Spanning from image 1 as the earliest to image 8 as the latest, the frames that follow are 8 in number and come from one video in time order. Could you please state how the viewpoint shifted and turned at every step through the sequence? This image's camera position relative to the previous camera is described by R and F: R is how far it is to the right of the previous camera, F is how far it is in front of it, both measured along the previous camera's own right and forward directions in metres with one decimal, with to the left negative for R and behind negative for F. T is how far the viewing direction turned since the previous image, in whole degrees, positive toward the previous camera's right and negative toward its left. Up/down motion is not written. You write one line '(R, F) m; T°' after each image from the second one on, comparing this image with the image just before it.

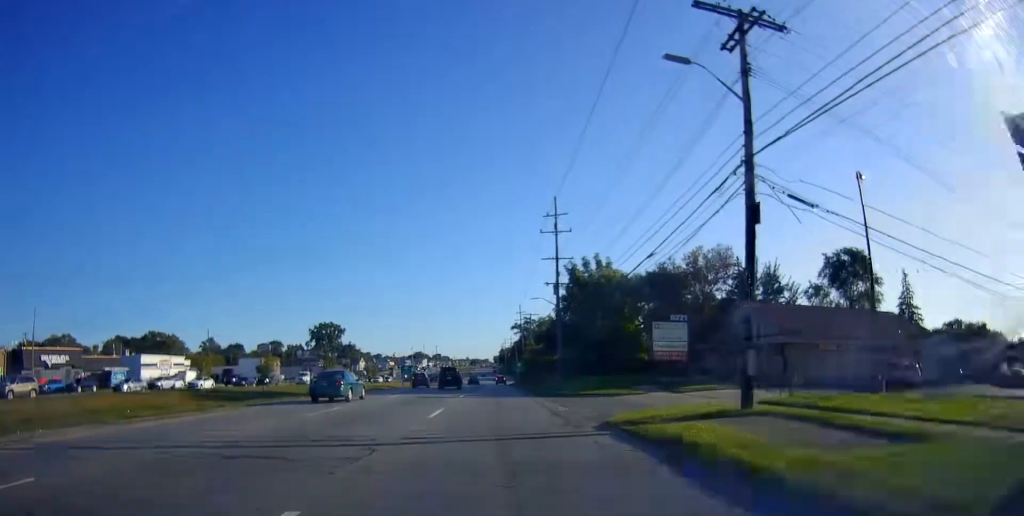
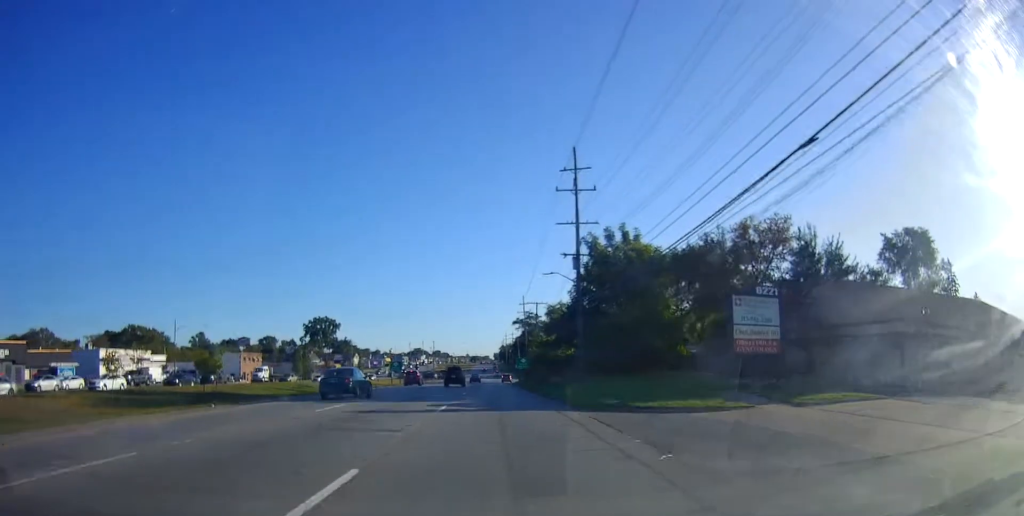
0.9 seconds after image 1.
(-0.2, +12.1) m; 0°
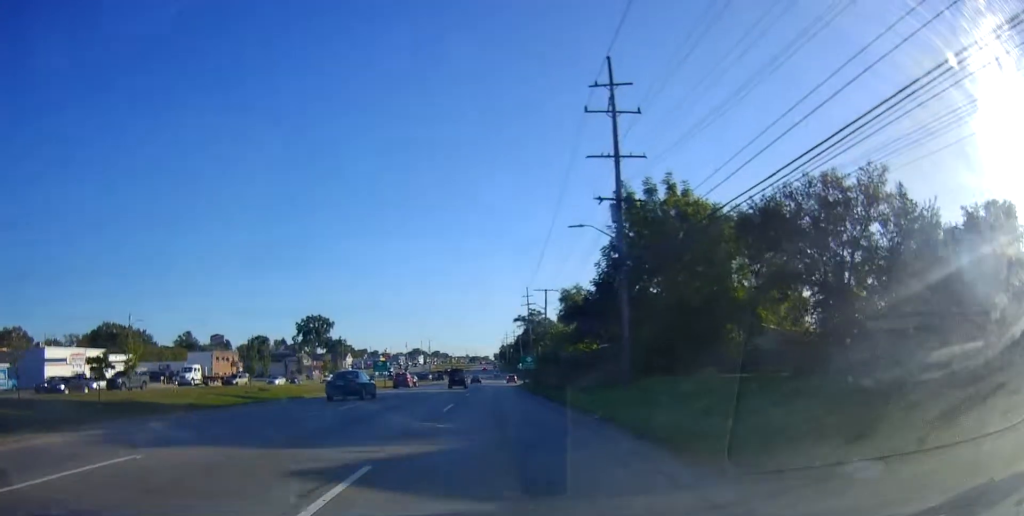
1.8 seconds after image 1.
(+0.3, +13.6) m; -1°
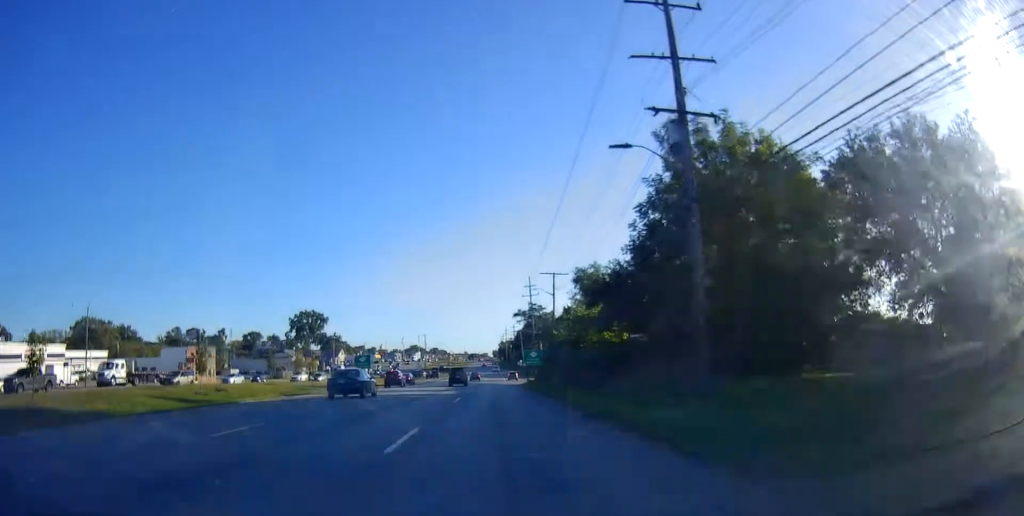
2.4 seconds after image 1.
(-0.5, +10.2) m; 0°
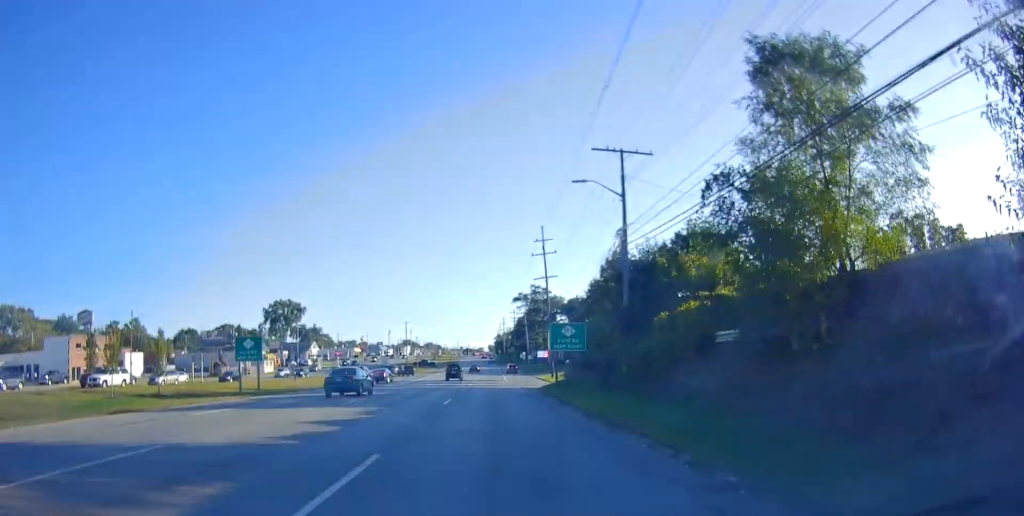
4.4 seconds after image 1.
(+0.7, +34.4) m; +2°
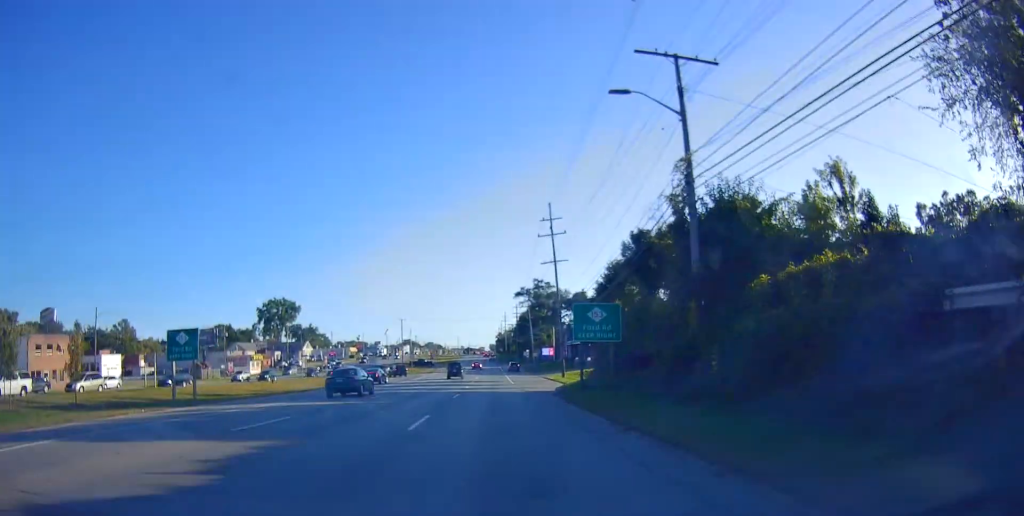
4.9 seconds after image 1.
(0.0, +9.6) m; 0°
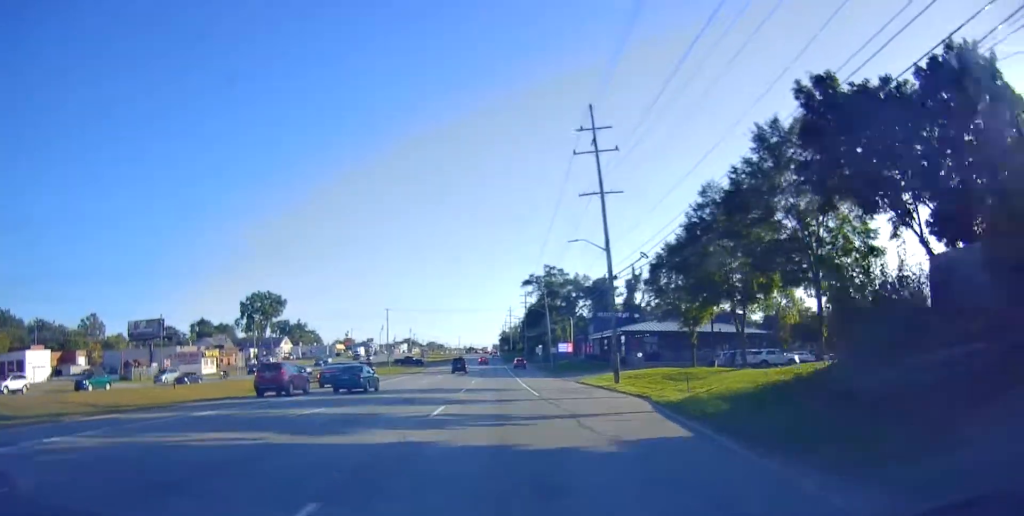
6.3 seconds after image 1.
(-0.4, +25.5) m; -1°
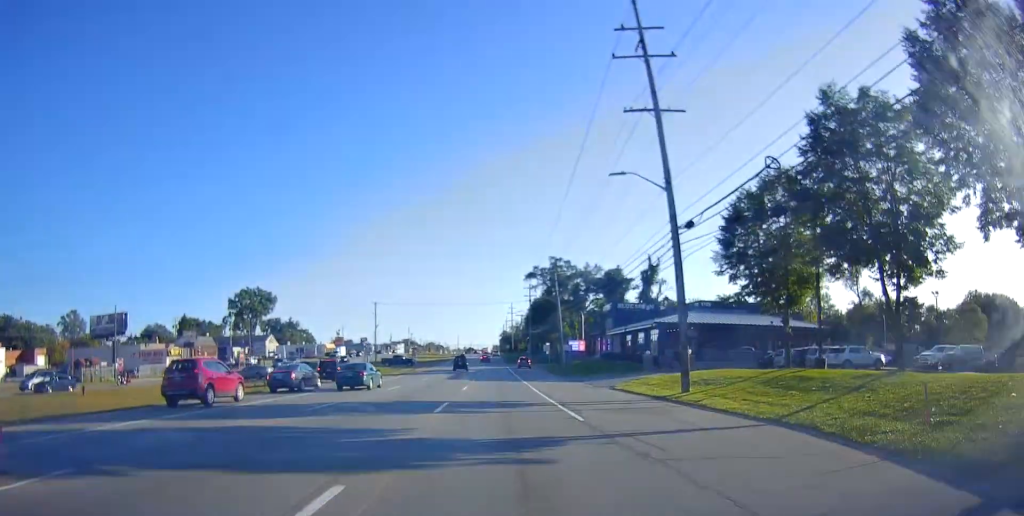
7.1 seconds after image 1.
(0.0, +13.5) m; 0°
